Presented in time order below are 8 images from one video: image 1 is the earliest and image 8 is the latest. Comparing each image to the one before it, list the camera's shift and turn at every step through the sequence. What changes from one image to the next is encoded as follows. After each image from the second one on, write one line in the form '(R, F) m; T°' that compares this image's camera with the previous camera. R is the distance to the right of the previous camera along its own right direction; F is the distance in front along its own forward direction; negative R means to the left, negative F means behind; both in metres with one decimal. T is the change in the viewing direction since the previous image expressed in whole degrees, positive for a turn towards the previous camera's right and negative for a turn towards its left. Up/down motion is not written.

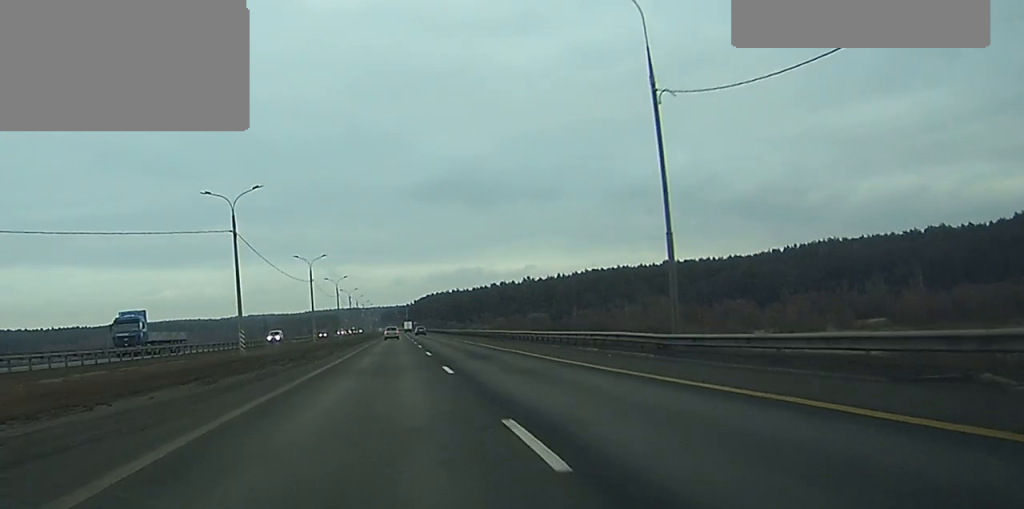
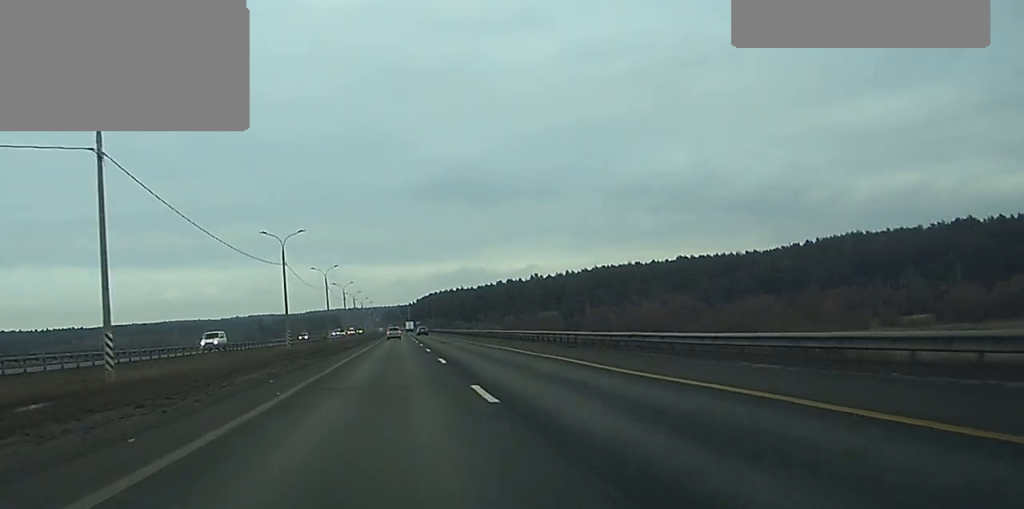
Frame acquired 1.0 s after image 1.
(-0.2, +24.9) m; 0°
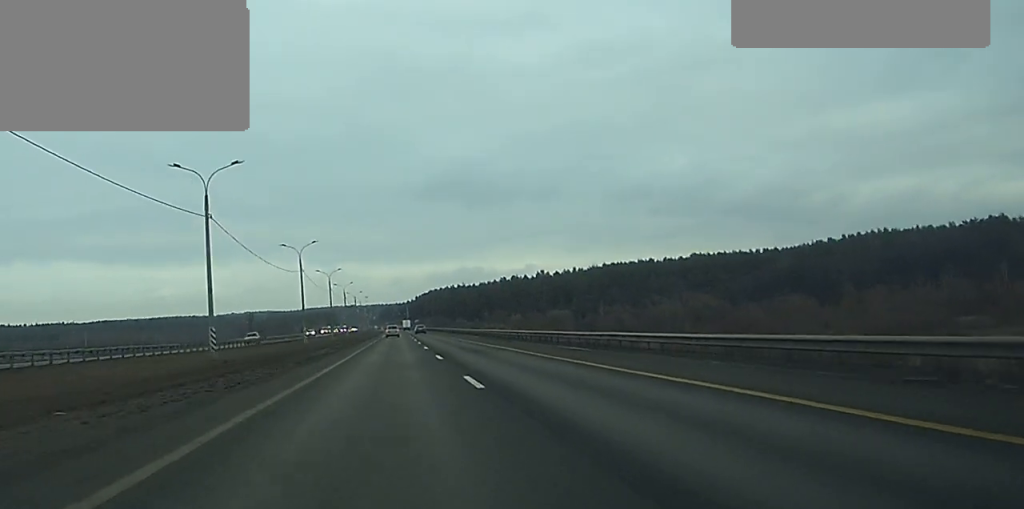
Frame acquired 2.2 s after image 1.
(+0.1, +29.1) m; 0°
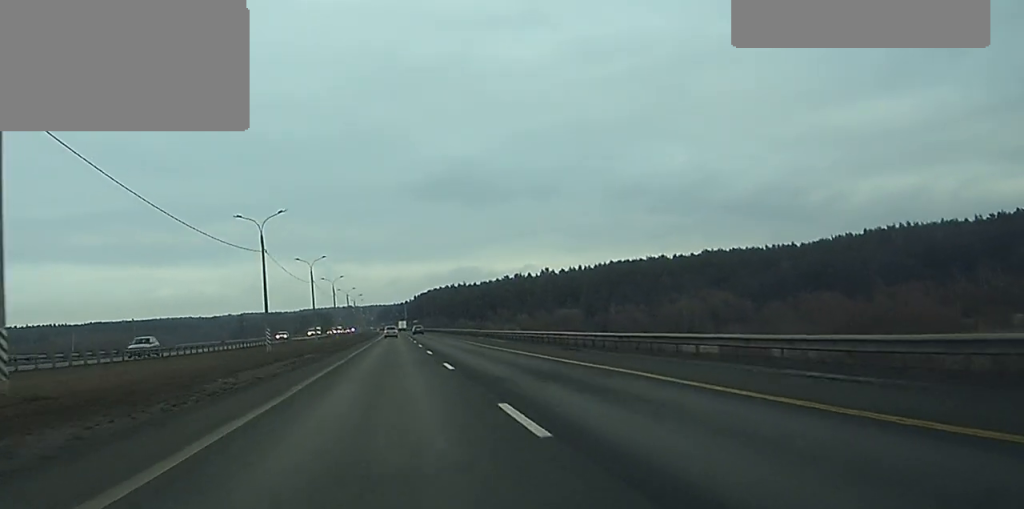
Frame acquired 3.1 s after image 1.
(0.0, +23.4) m; 0°
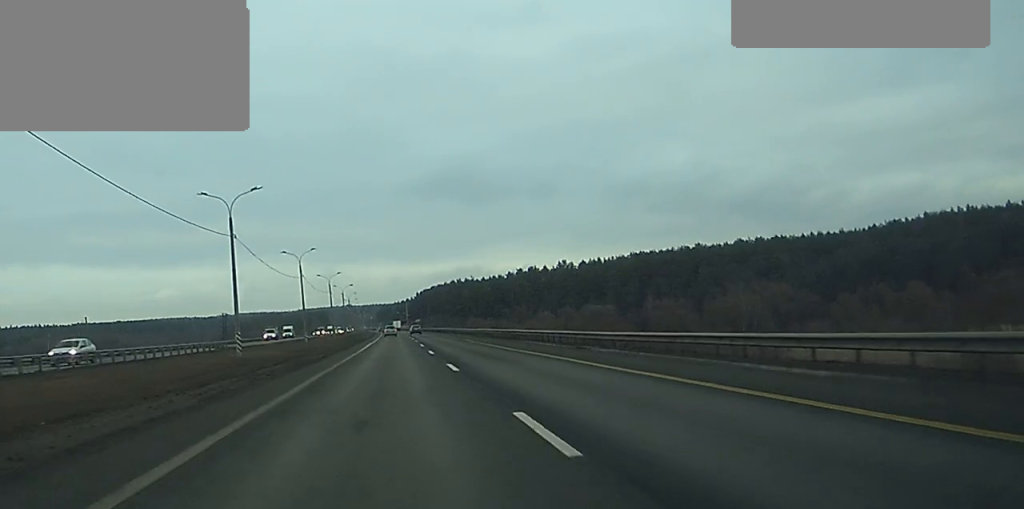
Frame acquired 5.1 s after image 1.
(0.0, +49.5) m; 0°
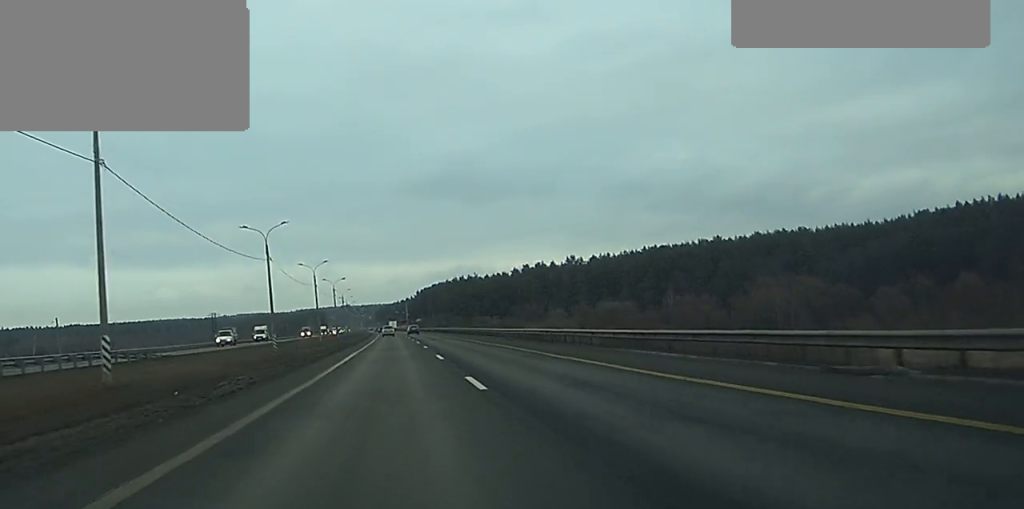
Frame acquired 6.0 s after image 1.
(0.0, +23.6) m; 0°
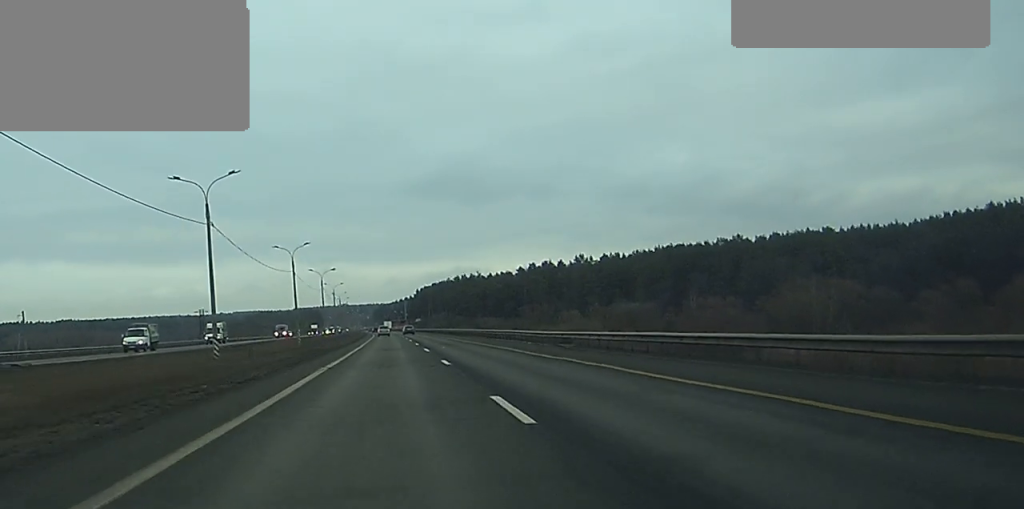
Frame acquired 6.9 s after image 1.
(0.0, +21.8) m; 0°
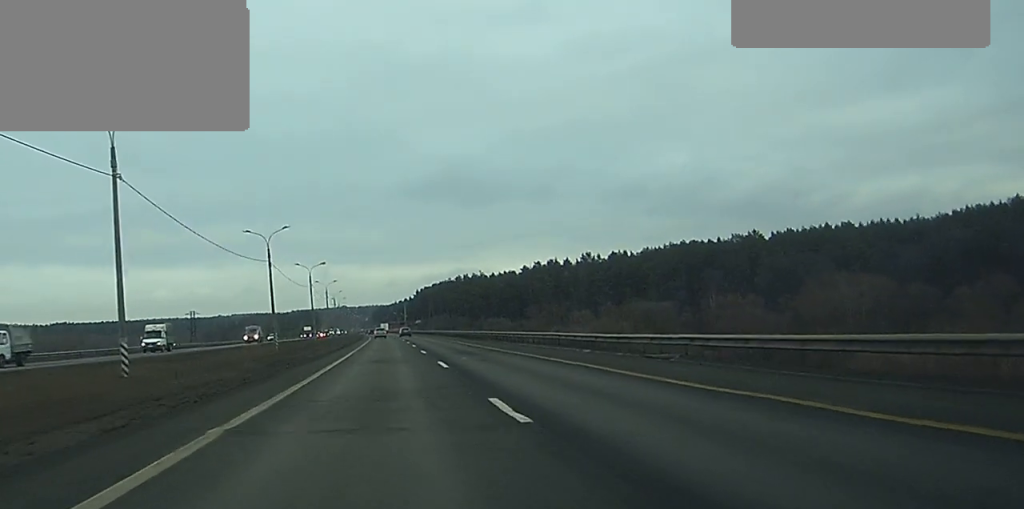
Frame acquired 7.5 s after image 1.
(0.0, +15.9) m; 0°
